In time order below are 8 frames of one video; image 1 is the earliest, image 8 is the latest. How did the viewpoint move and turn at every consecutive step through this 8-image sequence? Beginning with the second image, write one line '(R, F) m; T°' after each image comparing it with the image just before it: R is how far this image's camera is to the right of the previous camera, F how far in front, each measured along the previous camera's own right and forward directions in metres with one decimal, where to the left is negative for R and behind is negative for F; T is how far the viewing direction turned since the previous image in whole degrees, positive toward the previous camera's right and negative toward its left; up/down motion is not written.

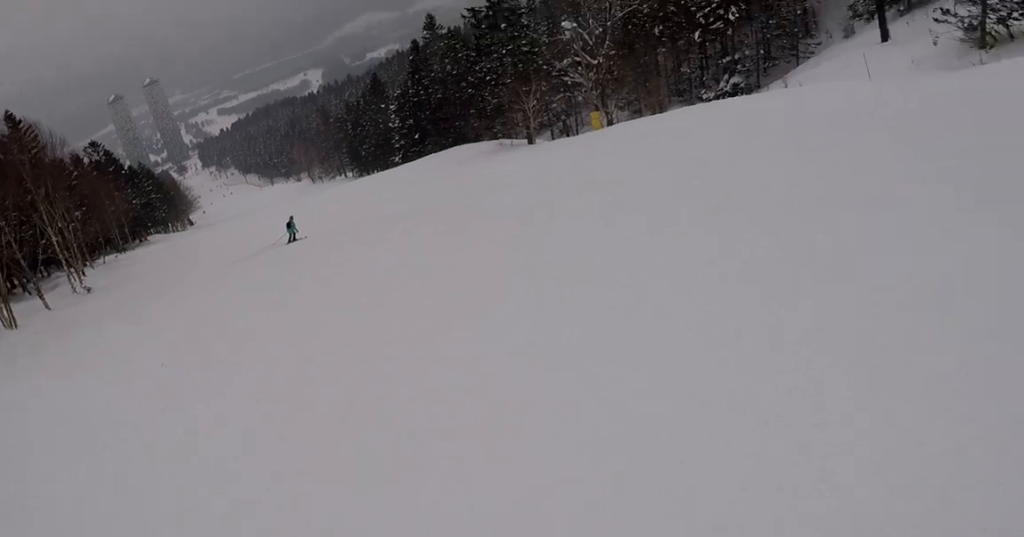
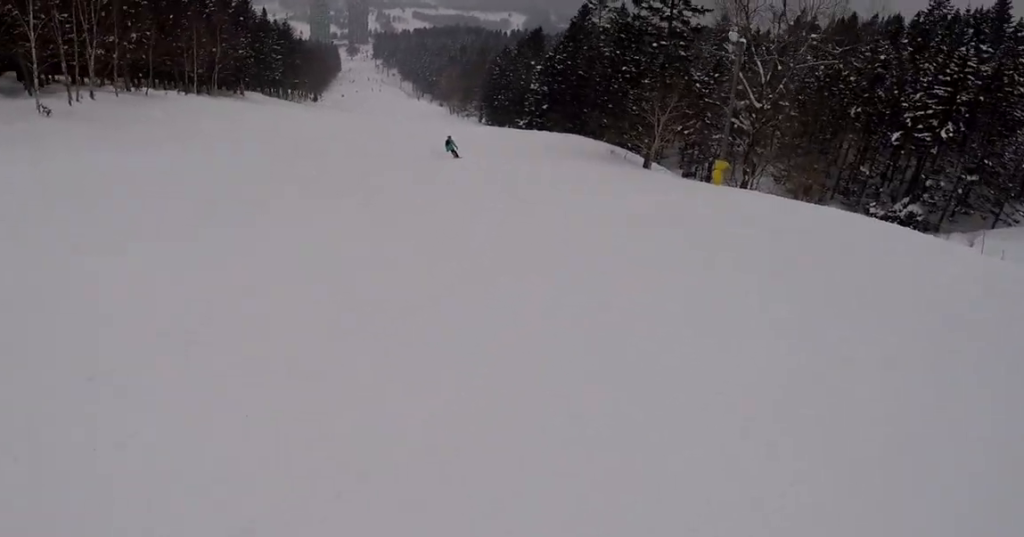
(-3.2, +11.5) m; -43°
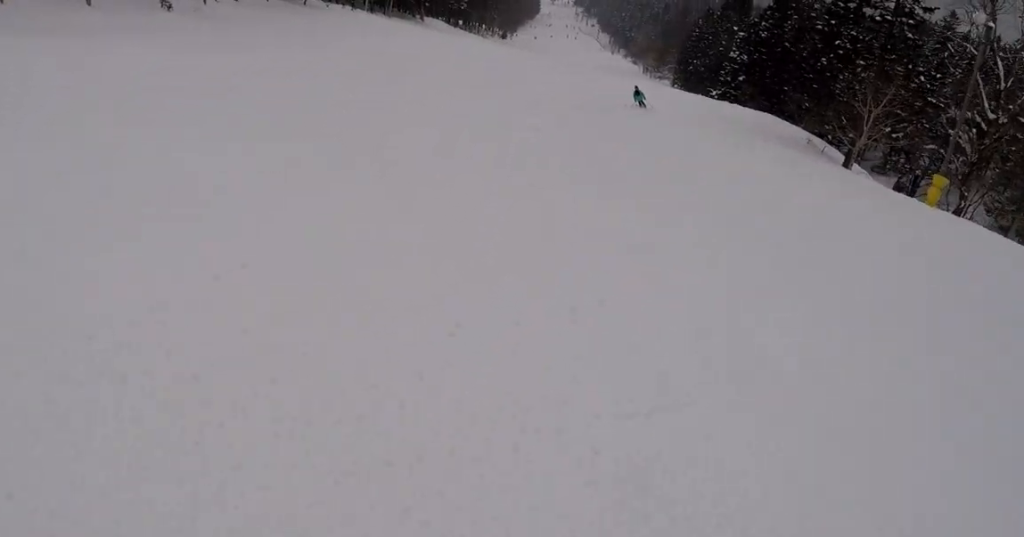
(-1.3, +5.3) m; -17°
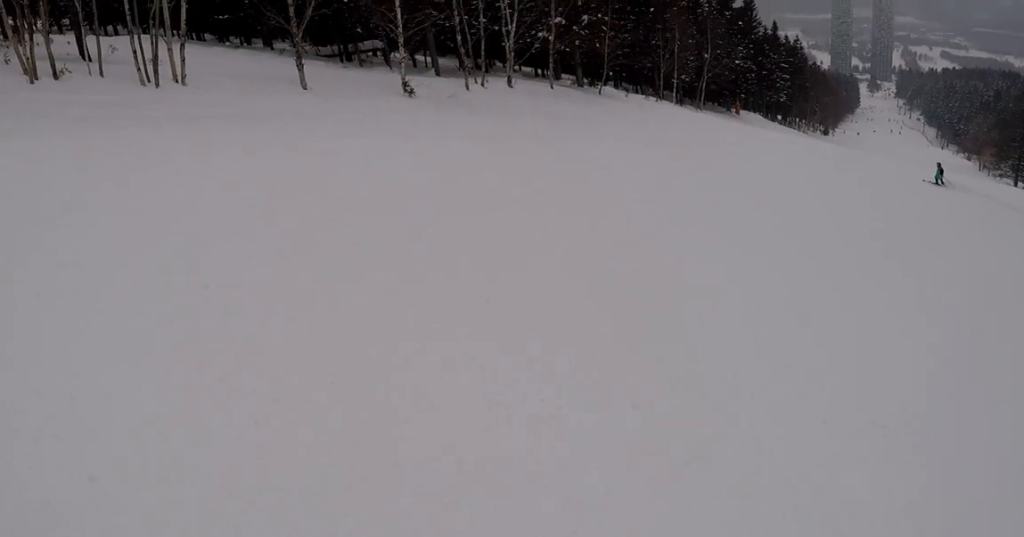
(-2.2, +9.5) m; -3°
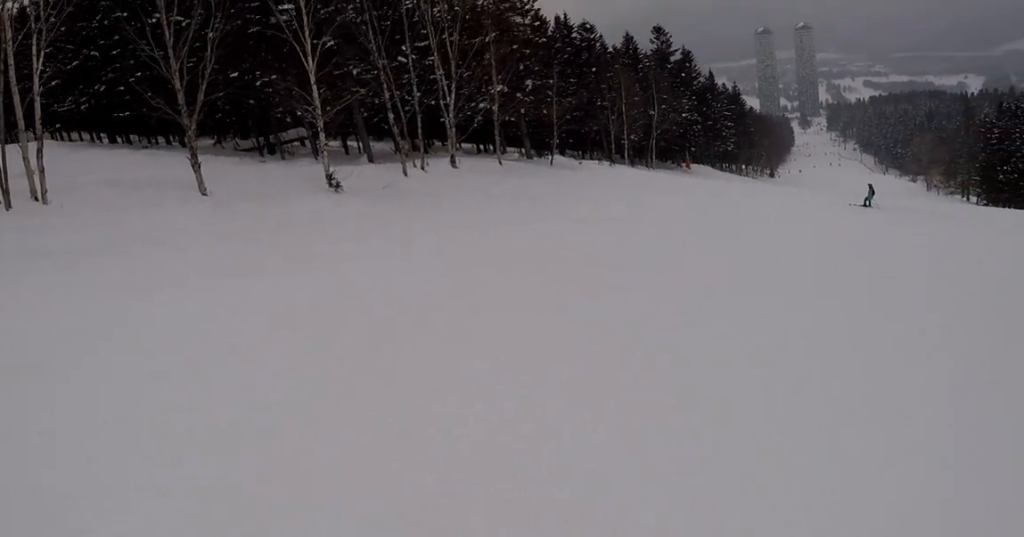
(+1.3, +5.1) m; +21°
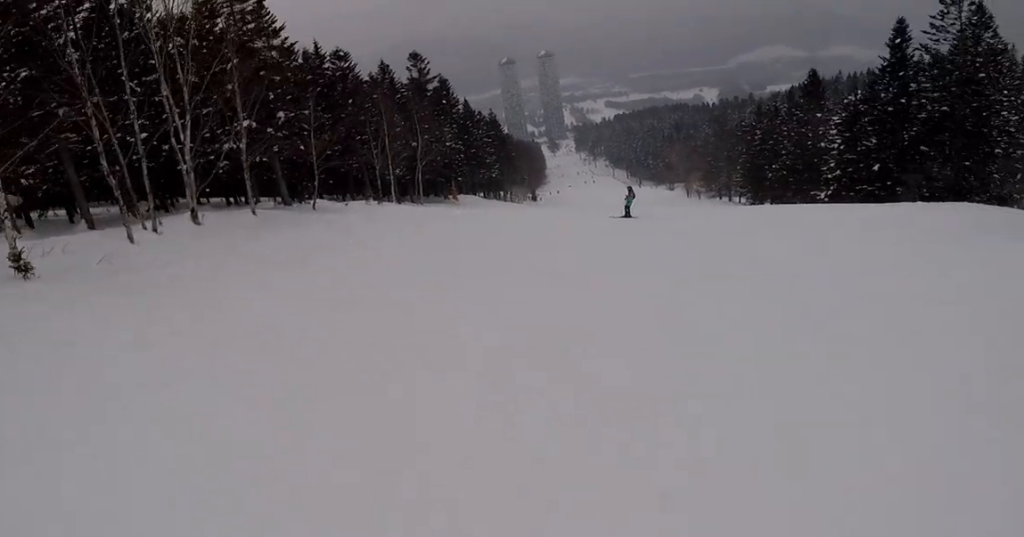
(+1.2, +5.6) m; +23°
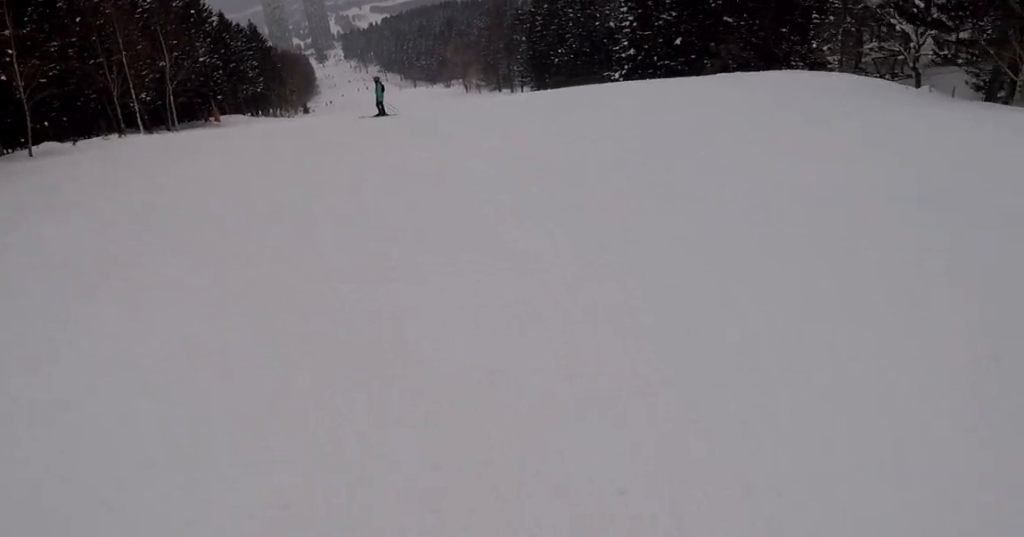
(+0.9, +5.1) m; +14°
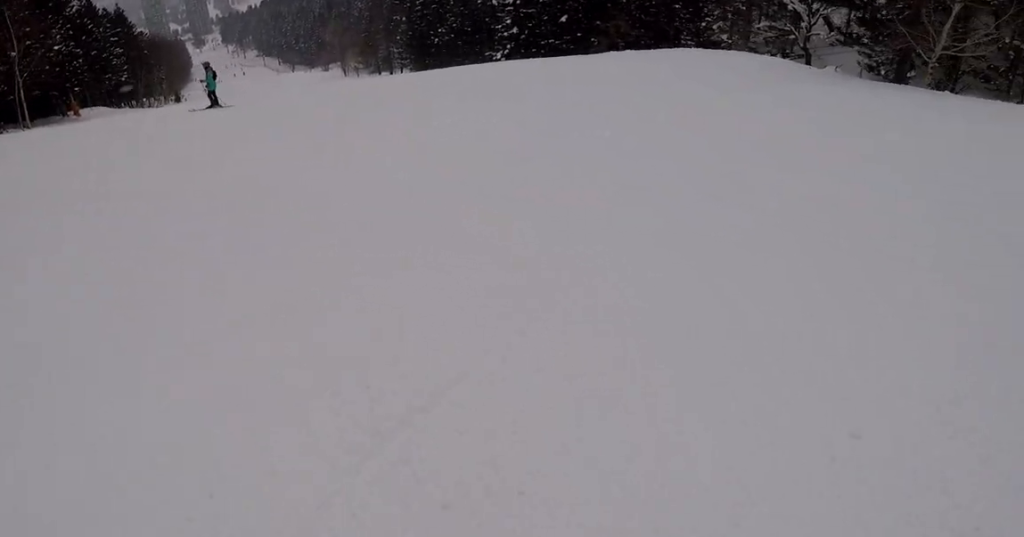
(+0.6, +2.6) m; +2°
